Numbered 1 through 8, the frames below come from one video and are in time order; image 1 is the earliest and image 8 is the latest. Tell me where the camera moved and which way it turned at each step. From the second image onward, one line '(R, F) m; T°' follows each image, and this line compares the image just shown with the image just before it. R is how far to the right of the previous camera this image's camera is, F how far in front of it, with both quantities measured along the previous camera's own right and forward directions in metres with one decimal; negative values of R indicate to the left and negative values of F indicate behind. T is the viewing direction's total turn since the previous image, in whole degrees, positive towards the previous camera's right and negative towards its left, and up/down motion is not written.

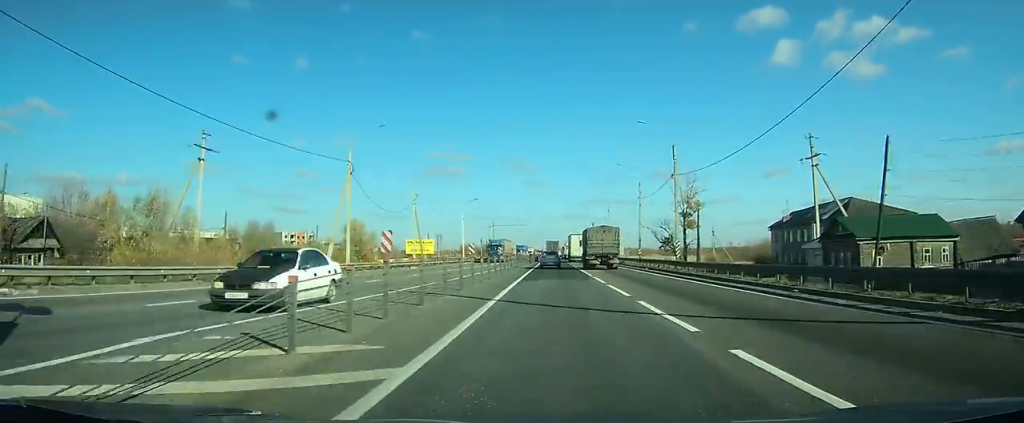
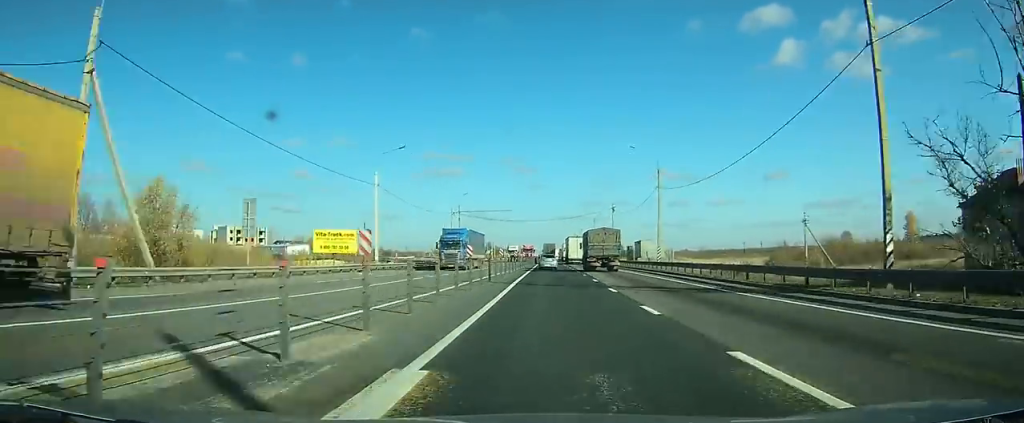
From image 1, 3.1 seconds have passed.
(+0.1, +47.5) m; 0°
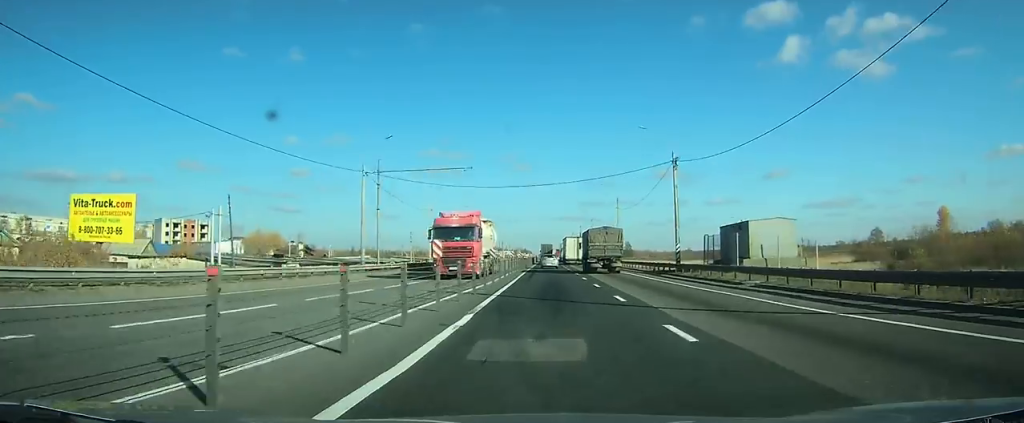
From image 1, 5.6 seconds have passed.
(0.0, +43.8) m; 0°
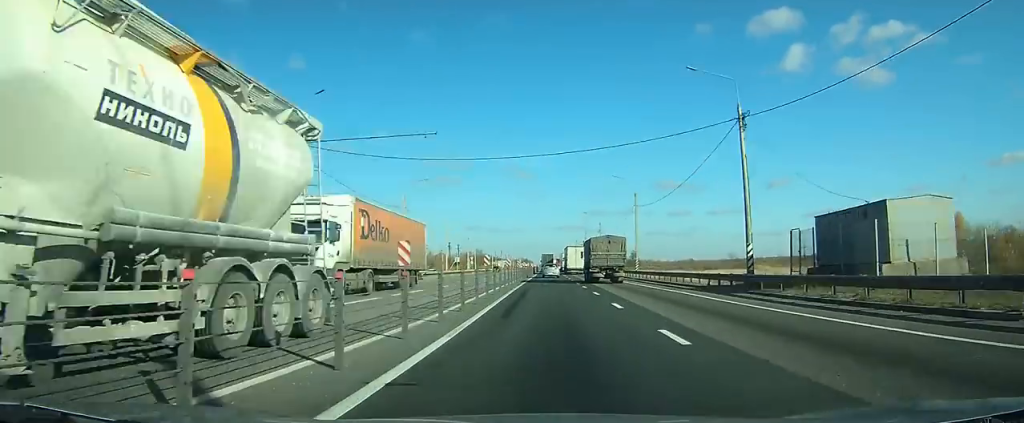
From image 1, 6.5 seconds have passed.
(0.0, +16.1) m; 0°
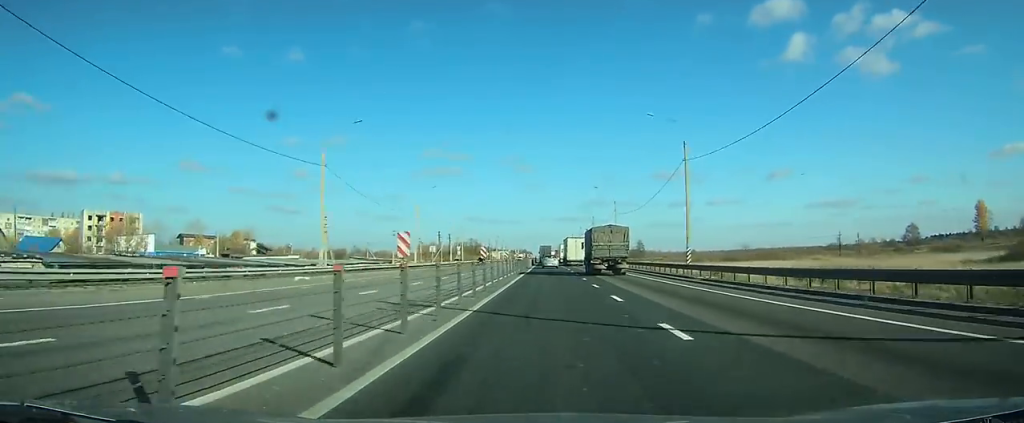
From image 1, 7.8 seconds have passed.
(-0.1, +25.5) m; 0°
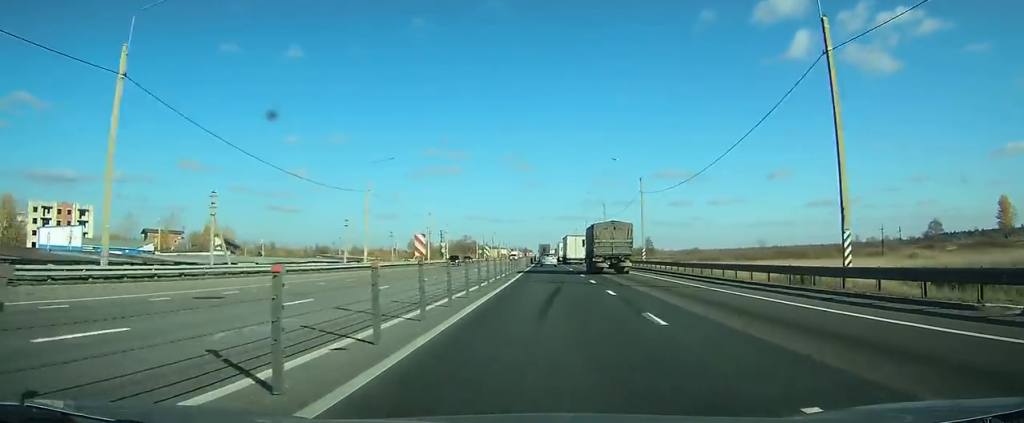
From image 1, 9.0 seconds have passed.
(0.0, +22.9) m; 0°
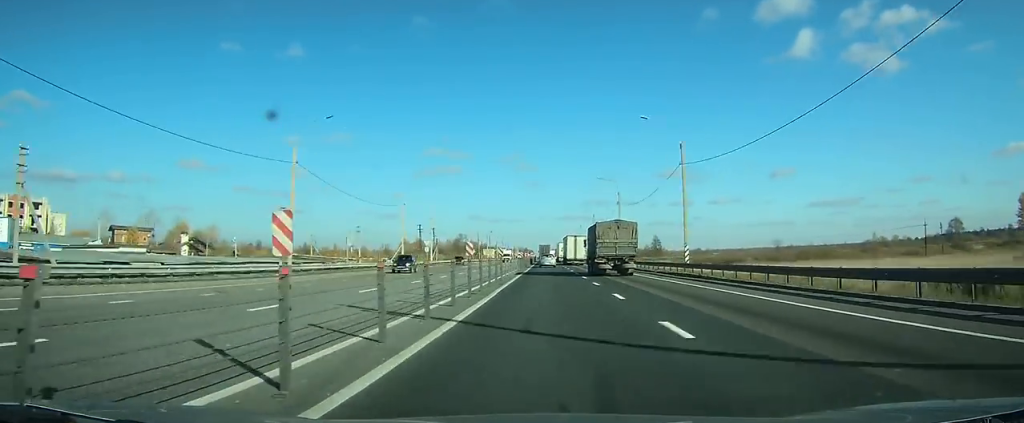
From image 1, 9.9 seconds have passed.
(0.0, +17.7) m; 0°
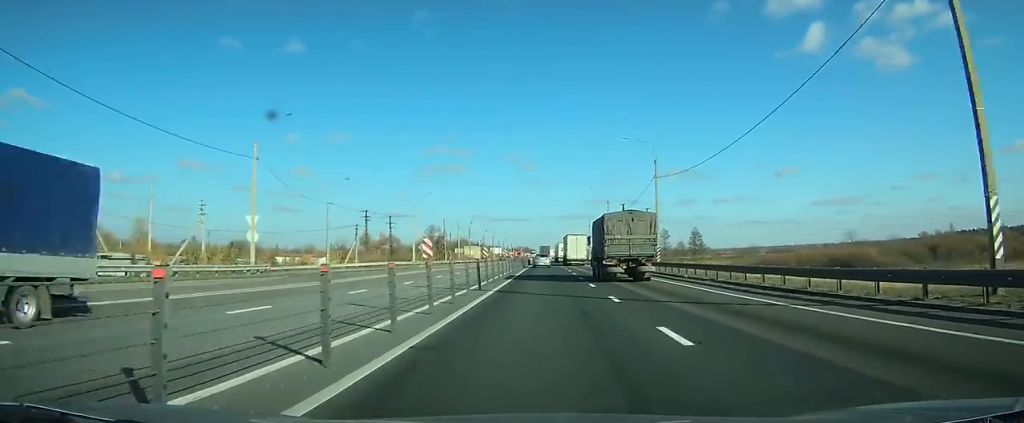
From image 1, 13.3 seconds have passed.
(-0.1, +62.8) m; 0°
